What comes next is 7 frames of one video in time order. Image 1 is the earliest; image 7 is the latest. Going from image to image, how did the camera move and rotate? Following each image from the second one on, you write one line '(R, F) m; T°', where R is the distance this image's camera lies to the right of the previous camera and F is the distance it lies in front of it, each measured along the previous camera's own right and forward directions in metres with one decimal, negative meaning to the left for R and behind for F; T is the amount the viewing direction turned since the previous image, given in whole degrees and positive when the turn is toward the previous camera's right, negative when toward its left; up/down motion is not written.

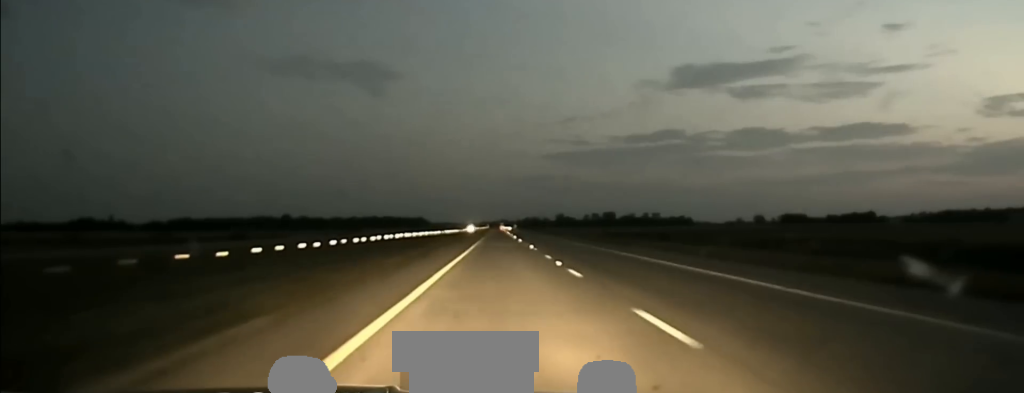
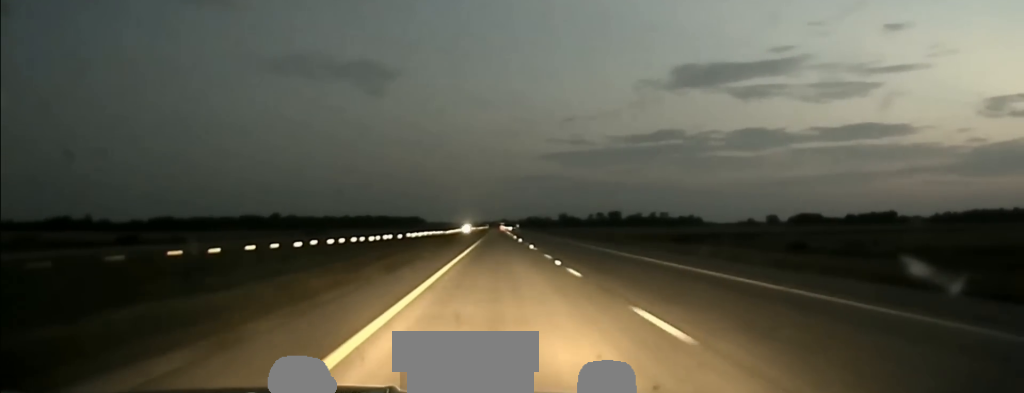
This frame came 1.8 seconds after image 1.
(-0.7, +82.0) m; -1°
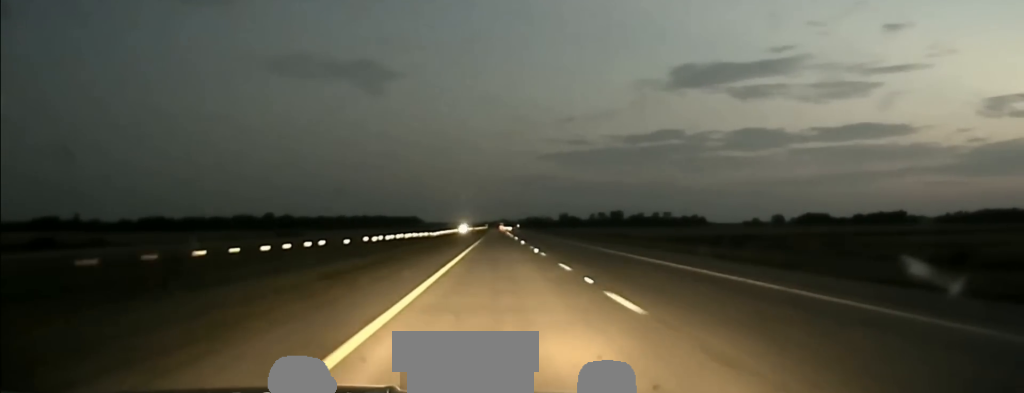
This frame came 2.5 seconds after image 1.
(0.0, +35.1) m; 0°
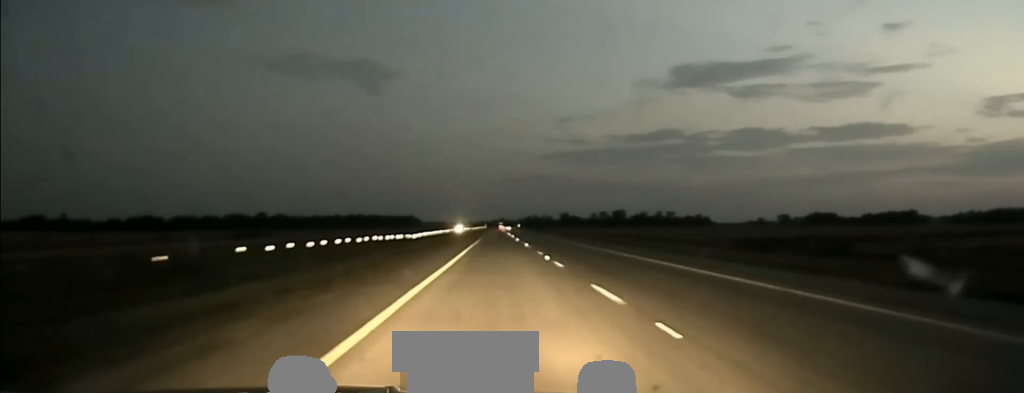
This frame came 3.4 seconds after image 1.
(+0.1, +35.6) m; 0°
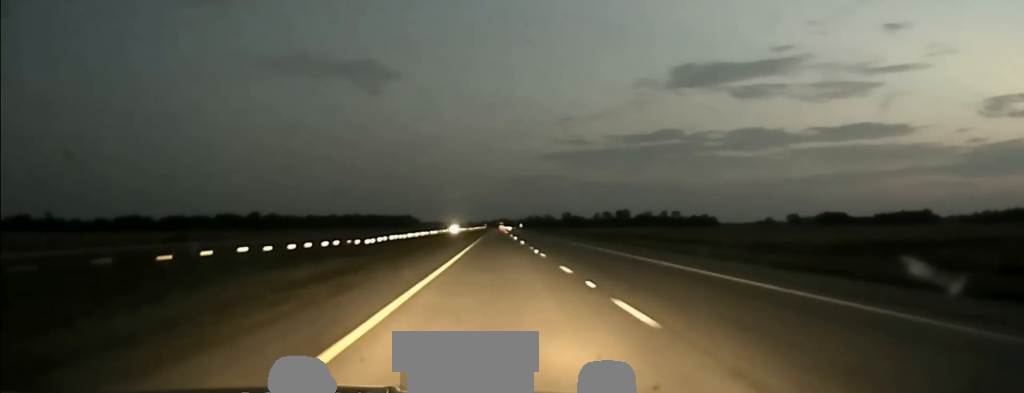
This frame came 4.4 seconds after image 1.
(+0.2, +35.7) m; 0°
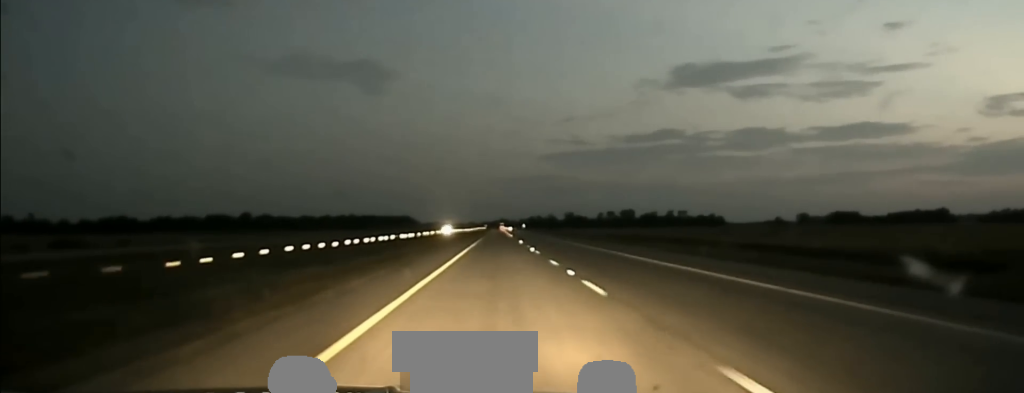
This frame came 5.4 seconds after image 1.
(-0.1, +40.1) m; 0°
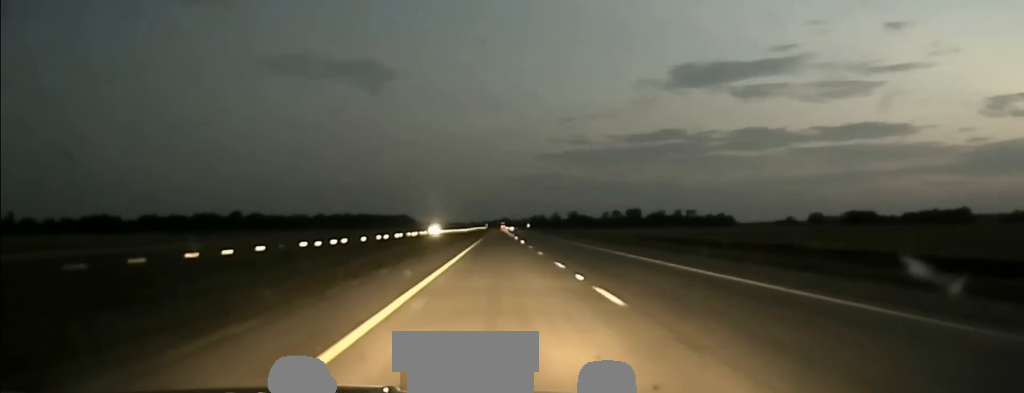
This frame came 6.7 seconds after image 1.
(-0.1, +49.5) m; 0°
